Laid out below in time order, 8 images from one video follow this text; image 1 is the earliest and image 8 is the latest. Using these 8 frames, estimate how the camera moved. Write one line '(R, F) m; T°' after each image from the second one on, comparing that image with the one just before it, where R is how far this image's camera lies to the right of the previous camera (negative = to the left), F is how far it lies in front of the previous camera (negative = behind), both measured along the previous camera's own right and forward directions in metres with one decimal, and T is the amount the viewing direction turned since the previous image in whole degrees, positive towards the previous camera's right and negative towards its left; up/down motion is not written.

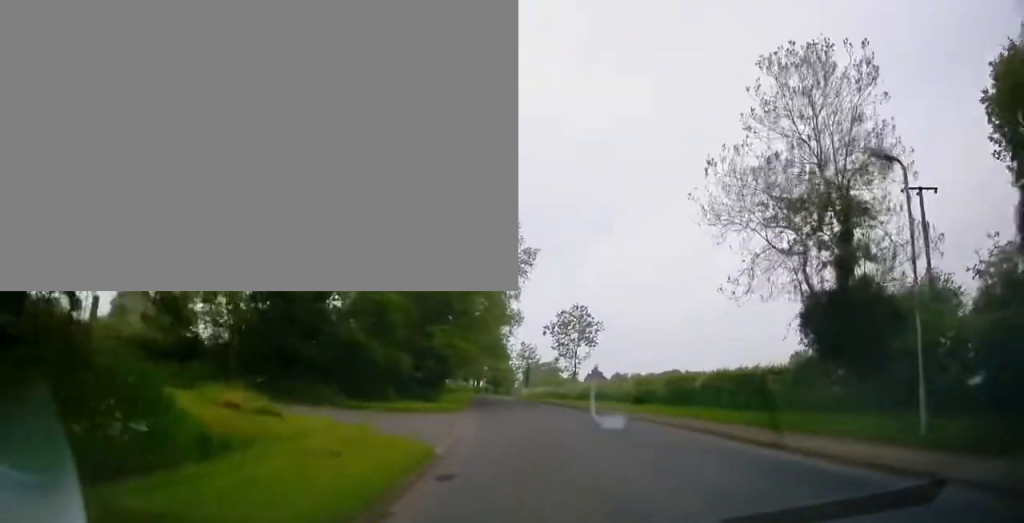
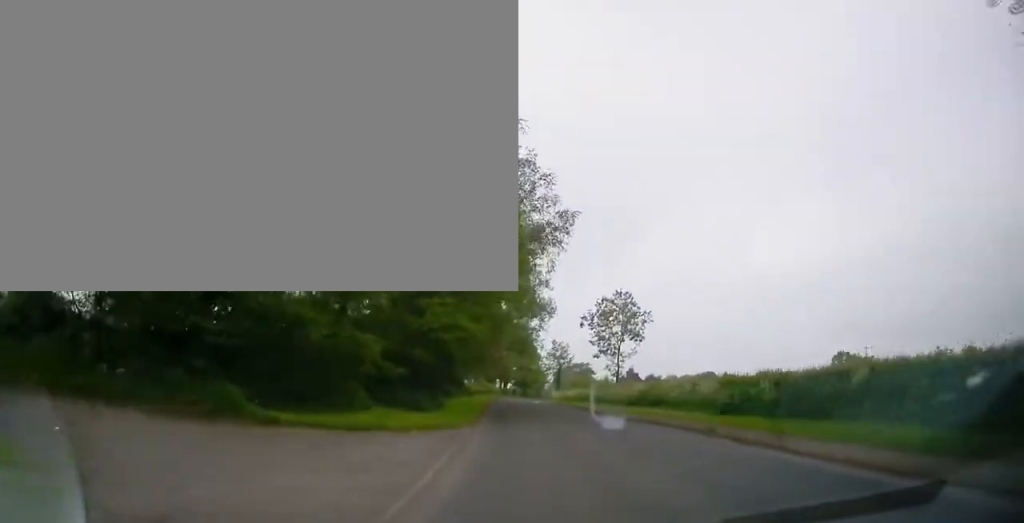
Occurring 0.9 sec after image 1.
(-0.1, +10.2) m; -3°
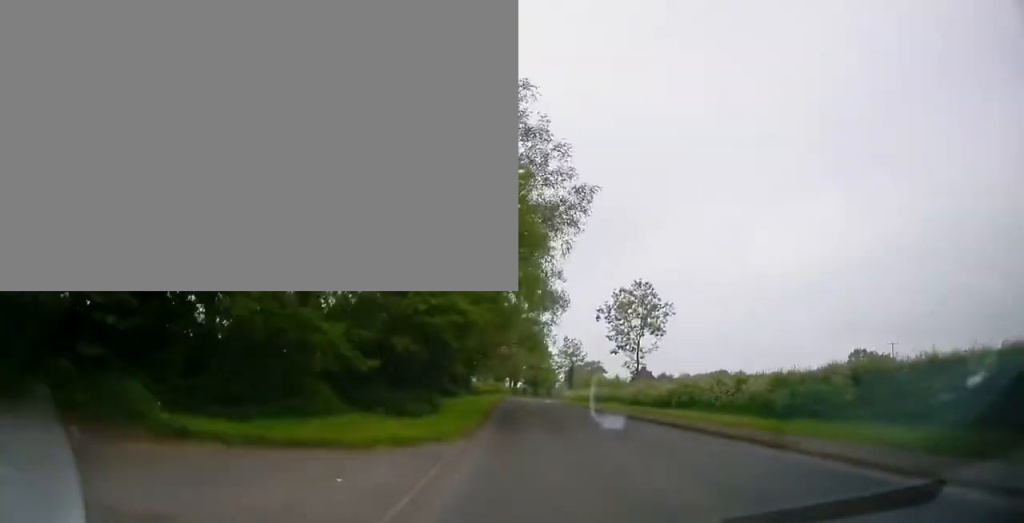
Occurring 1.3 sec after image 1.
(-0.2, +4.4) m; -1°
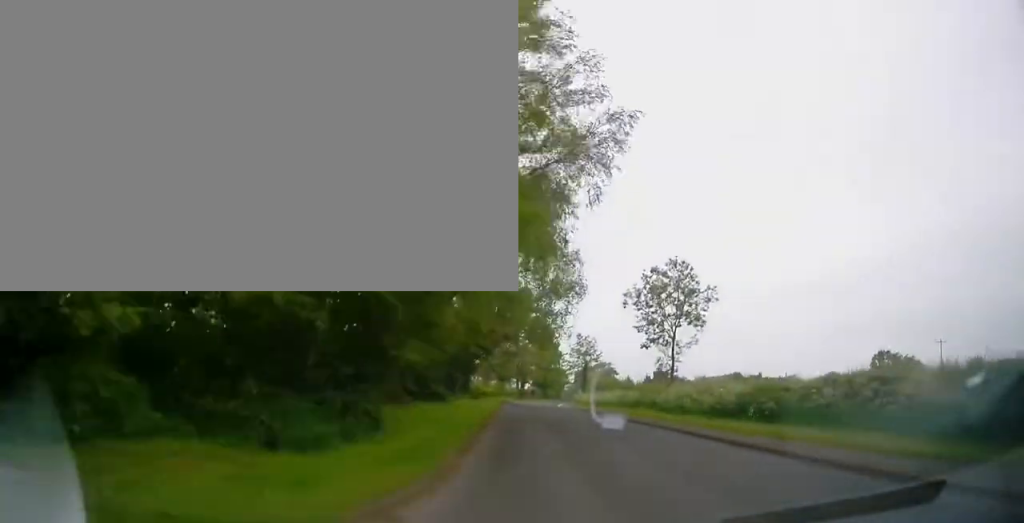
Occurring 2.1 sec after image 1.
(-0.2, +8.8) m; -1°
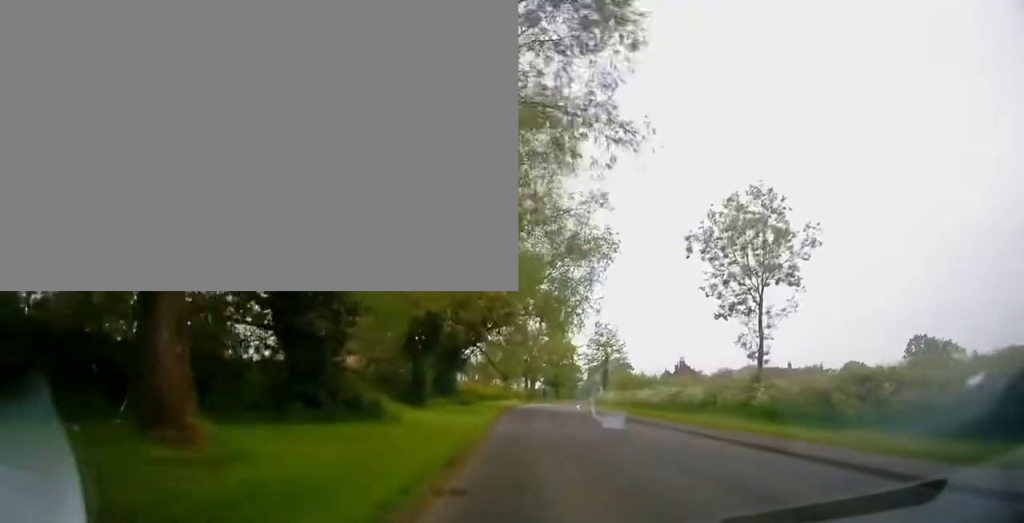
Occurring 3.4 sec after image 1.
(0.0, +14.2) m; -1°
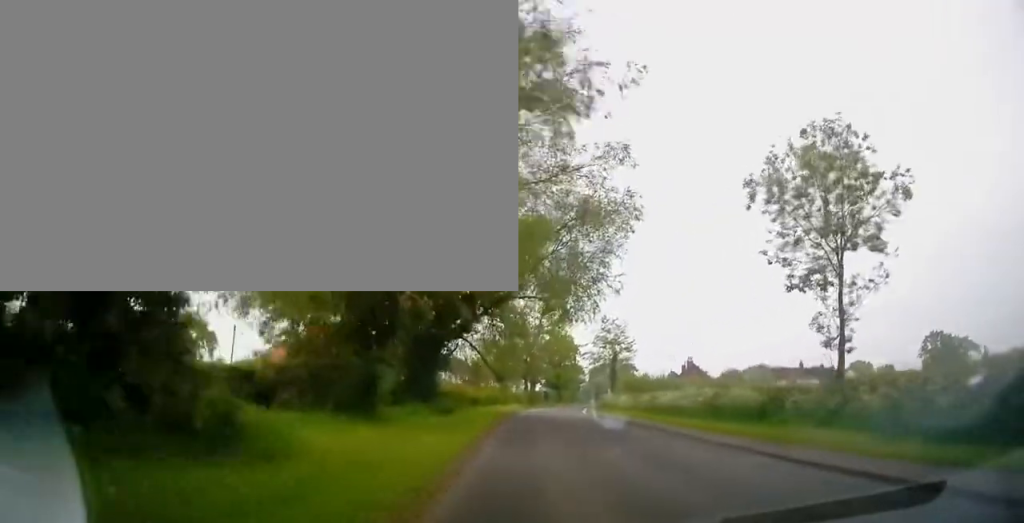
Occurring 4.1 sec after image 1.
(0.0, +7.6) m; 0°
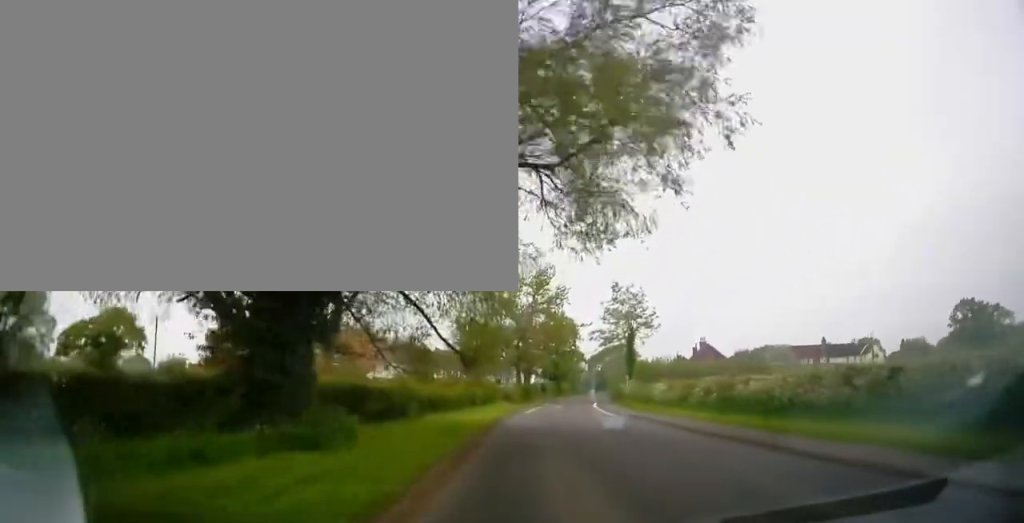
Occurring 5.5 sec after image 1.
(0.0, +15.0) m; 0°
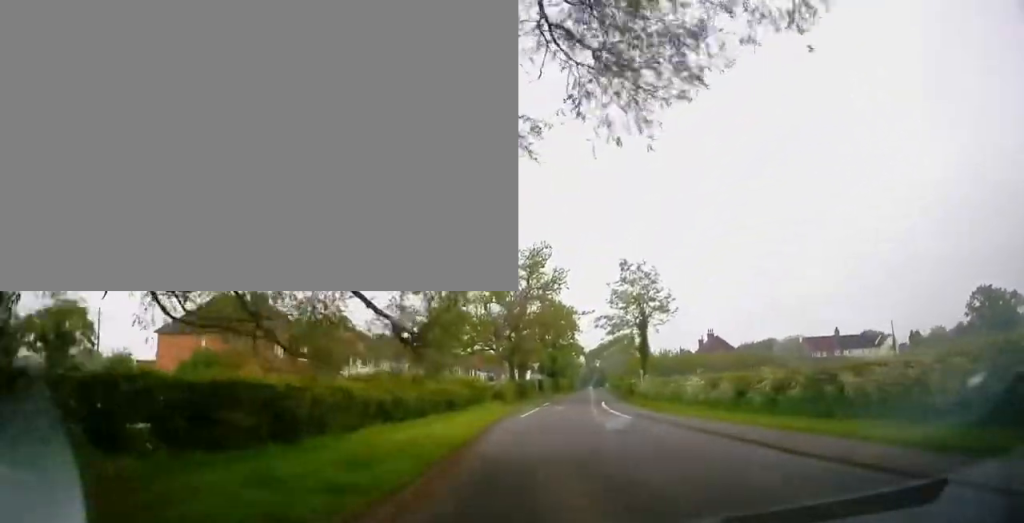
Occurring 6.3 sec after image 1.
(0.0, +8.6) m; 0°
